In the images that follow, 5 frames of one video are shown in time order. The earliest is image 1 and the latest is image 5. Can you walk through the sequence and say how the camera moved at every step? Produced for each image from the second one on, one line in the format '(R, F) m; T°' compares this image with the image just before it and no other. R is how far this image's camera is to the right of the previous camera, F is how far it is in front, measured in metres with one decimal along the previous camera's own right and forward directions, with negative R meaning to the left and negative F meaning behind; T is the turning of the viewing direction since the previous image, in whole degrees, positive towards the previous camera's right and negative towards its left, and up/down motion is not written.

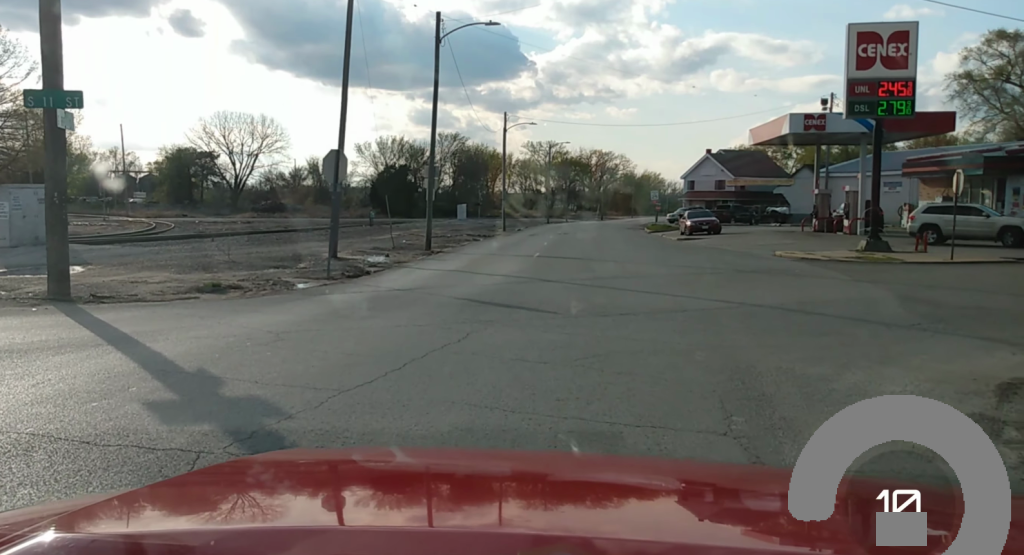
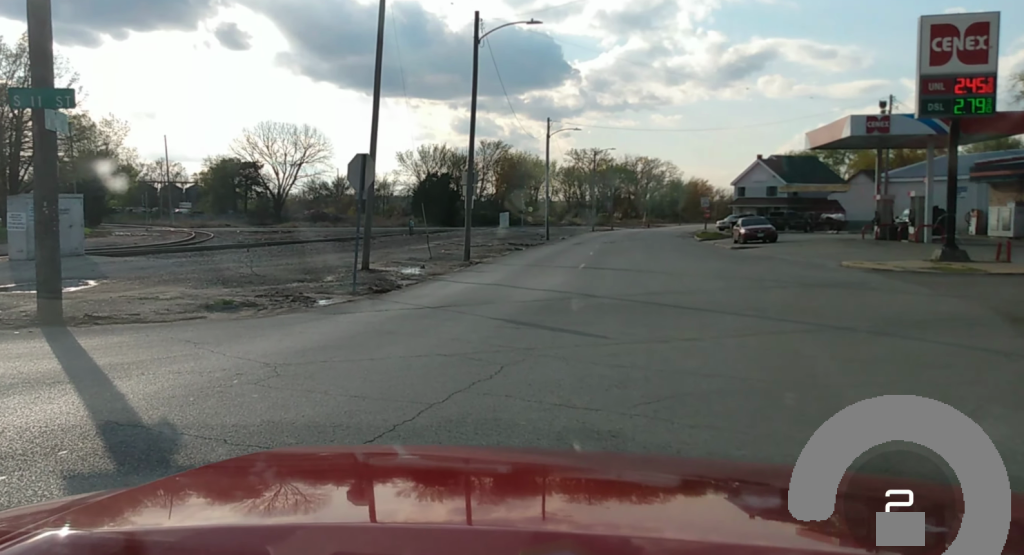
(-0.2, +3.4) m; -23°
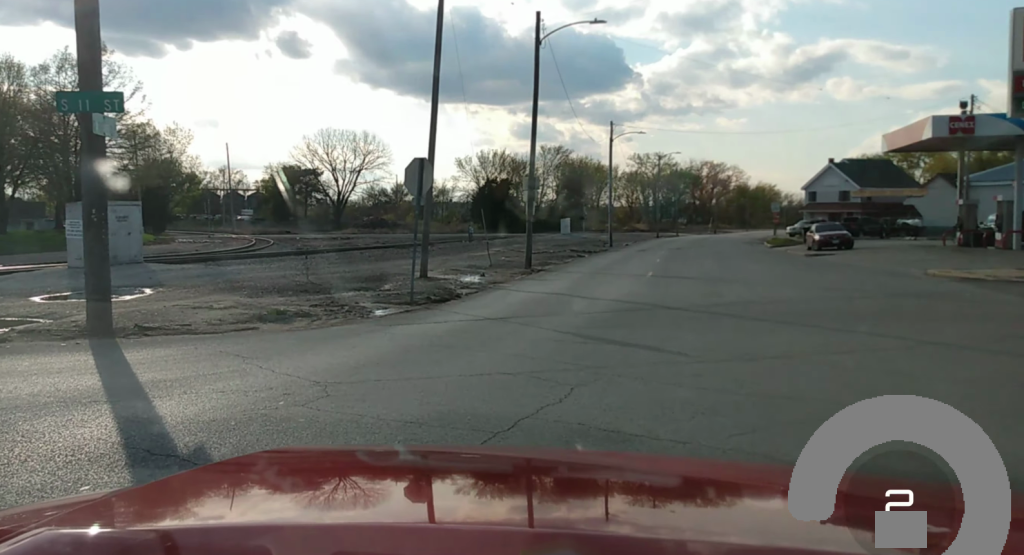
(-0.5, +1.3) m; -20°
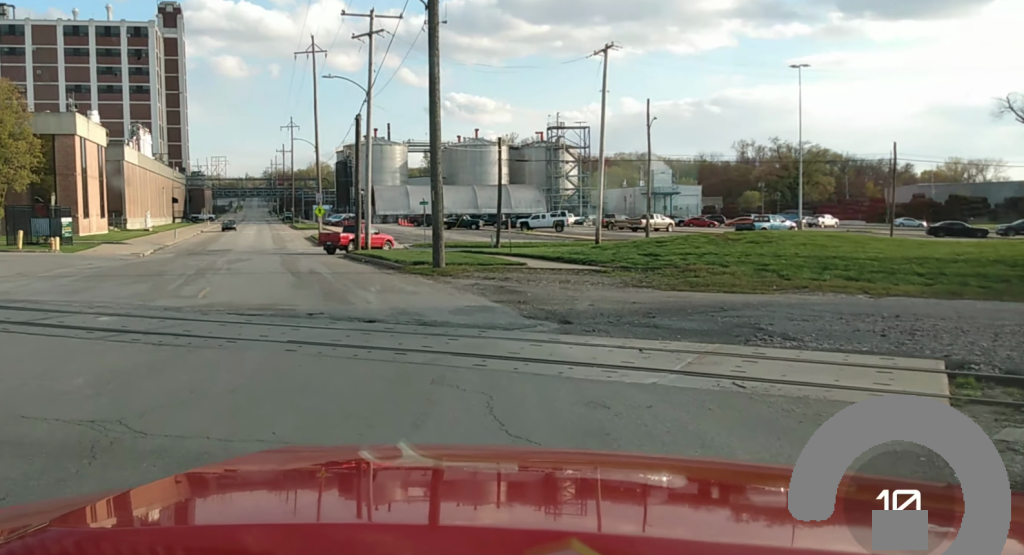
(-6.9, +10.2) m; -69°
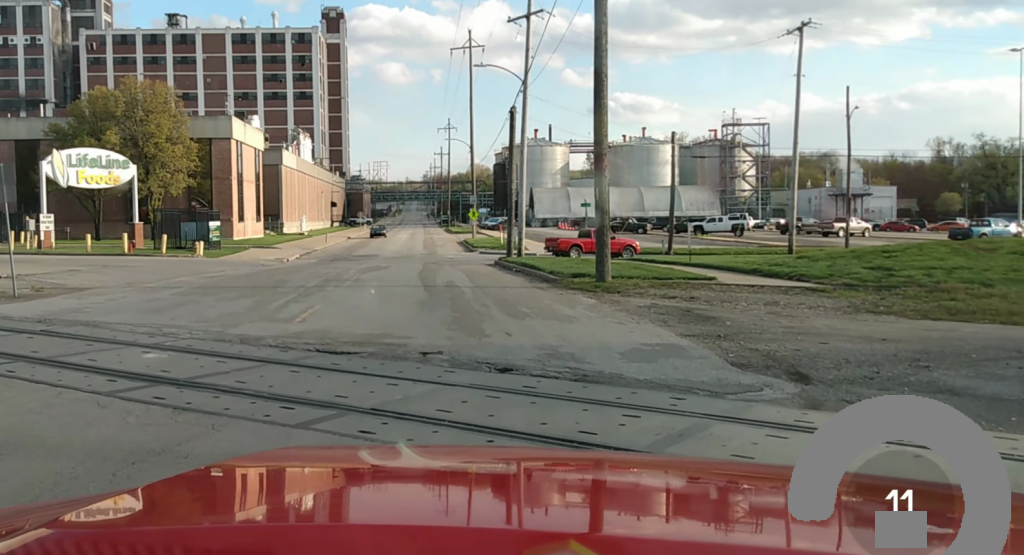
(-0.4, +4.2) m; -9°
